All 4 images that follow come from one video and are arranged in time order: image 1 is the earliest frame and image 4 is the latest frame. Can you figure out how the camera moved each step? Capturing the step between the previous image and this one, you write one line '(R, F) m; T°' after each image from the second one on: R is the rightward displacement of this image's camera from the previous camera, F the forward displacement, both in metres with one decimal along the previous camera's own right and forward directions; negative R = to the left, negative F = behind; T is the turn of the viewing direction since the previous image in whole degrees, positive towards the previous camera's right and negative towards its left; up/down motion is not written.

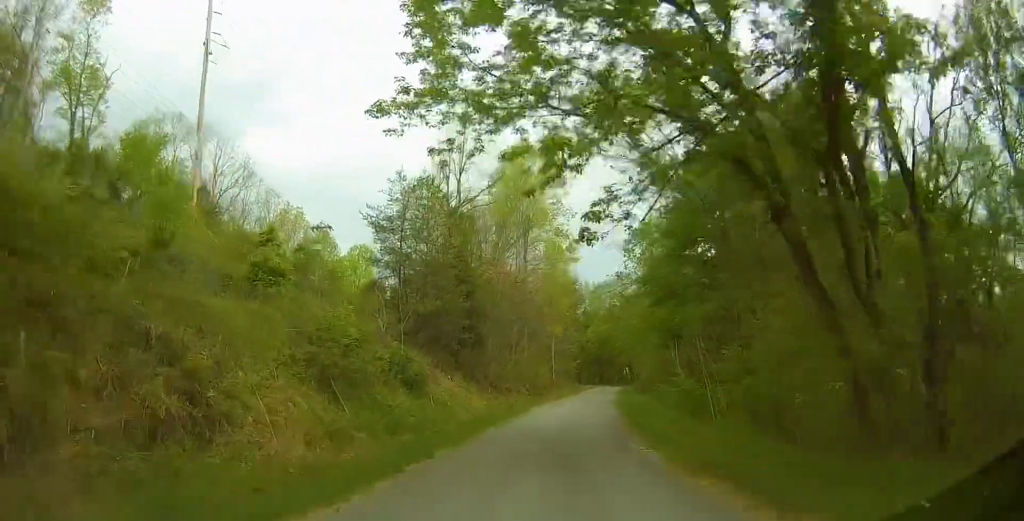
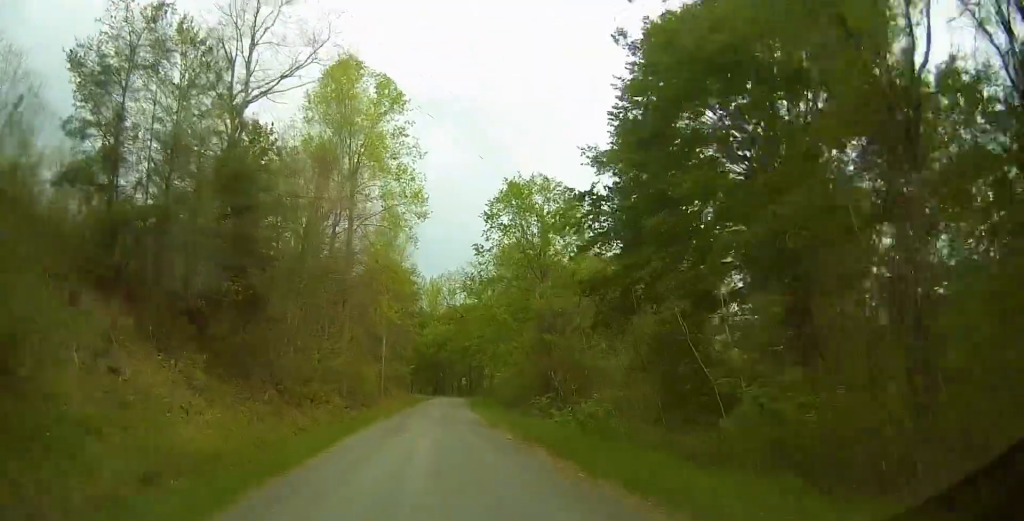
(+2.7, +18.8) m; +17°
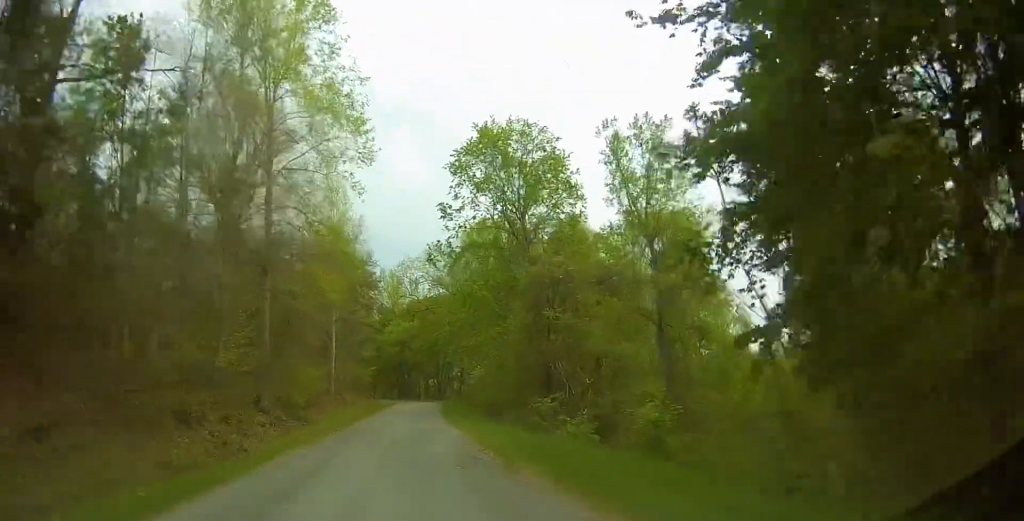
(+0.1, +12.5) m; +1°
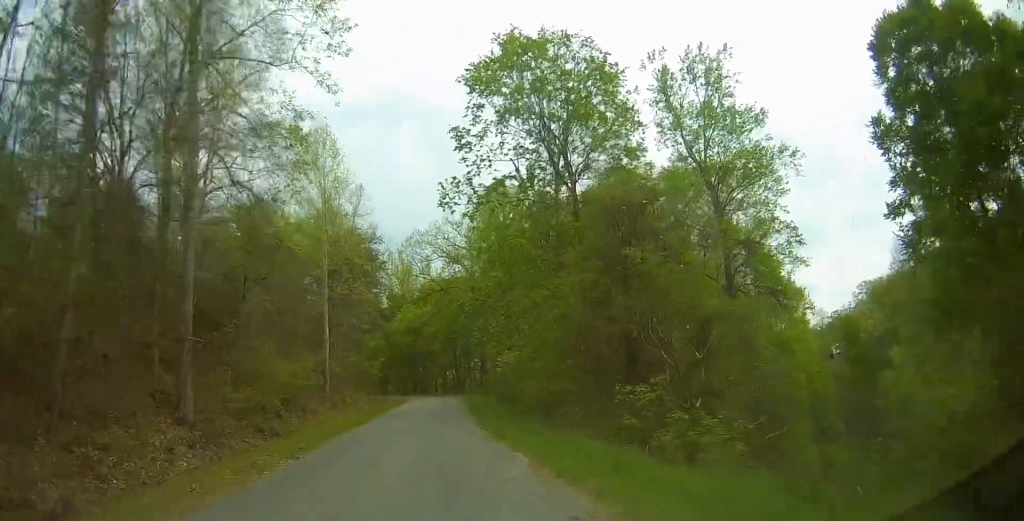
(+0.4, +11.6) m; 0°
